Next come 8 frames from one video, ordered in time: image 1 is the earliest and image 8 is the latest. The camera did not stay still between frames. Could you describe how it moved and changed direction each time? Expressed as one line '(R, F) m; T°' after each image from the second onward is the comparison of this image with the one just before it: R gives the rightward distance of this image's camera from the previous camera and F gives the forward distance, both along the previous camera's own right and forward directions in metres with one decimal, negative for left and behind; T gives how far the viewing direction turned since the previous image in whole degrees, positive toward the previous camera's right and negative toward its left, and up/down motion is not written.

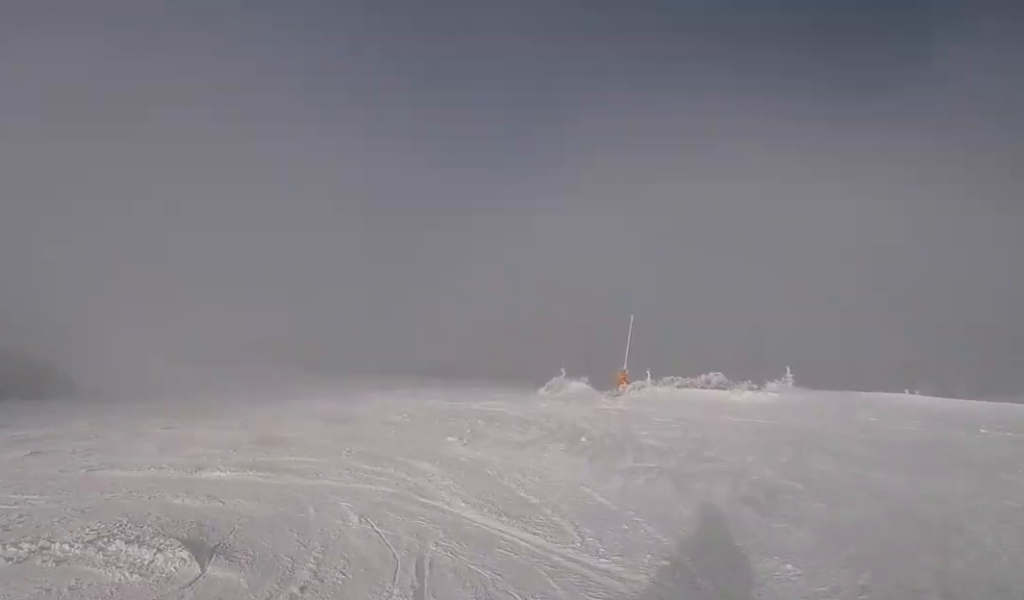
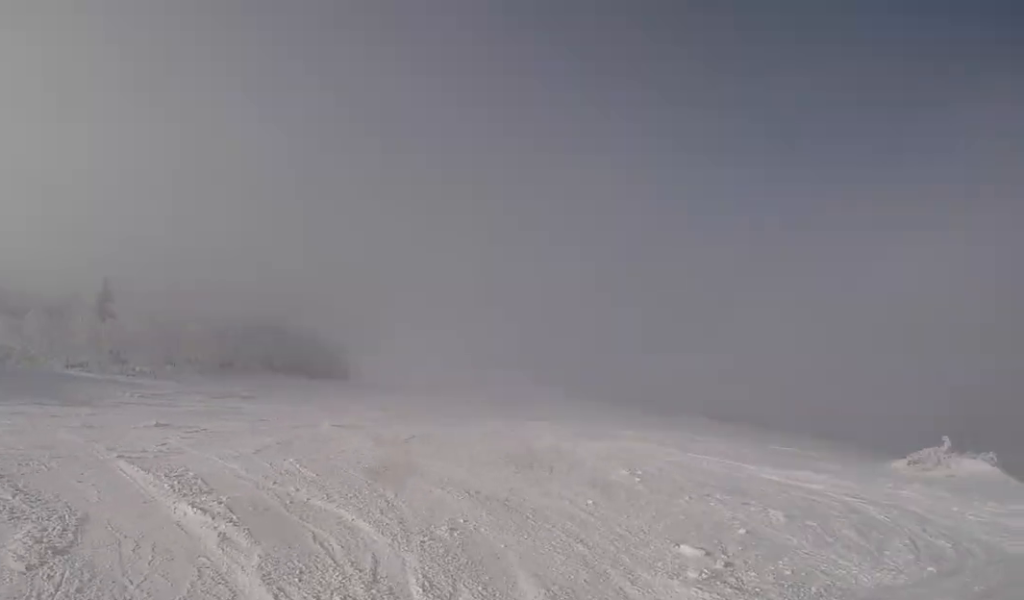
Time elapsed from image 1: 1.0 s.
(-1.7, +4.3) m; -23°
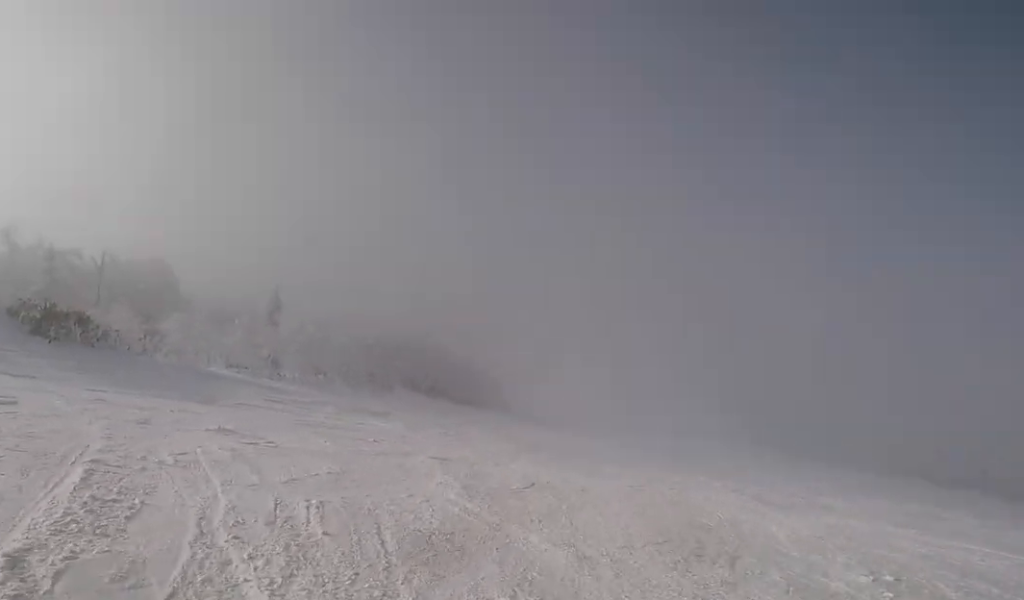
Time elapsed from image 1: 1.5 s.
(-0.2, +3.0) m; -9°
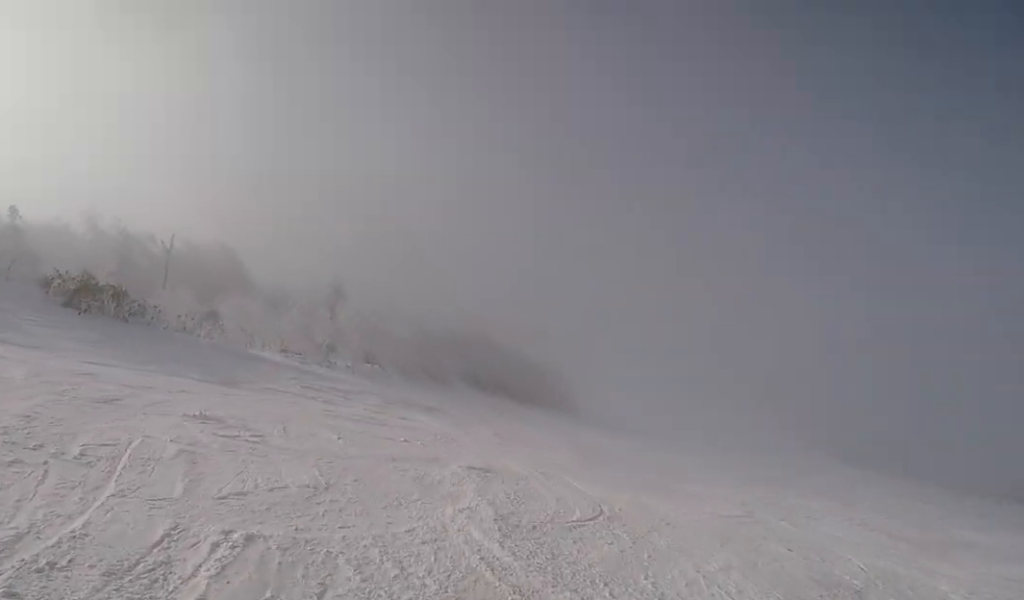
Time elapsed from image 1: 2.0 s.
(+0.2, +2.4) m; -6°
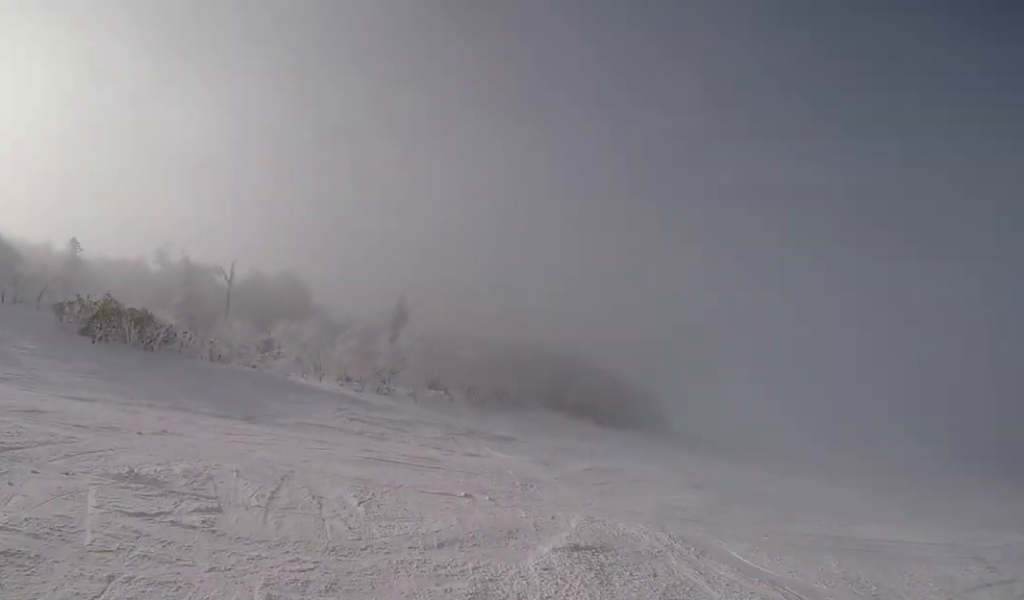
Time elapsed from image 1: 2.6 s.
(-0.5, +3.3) m; +13°
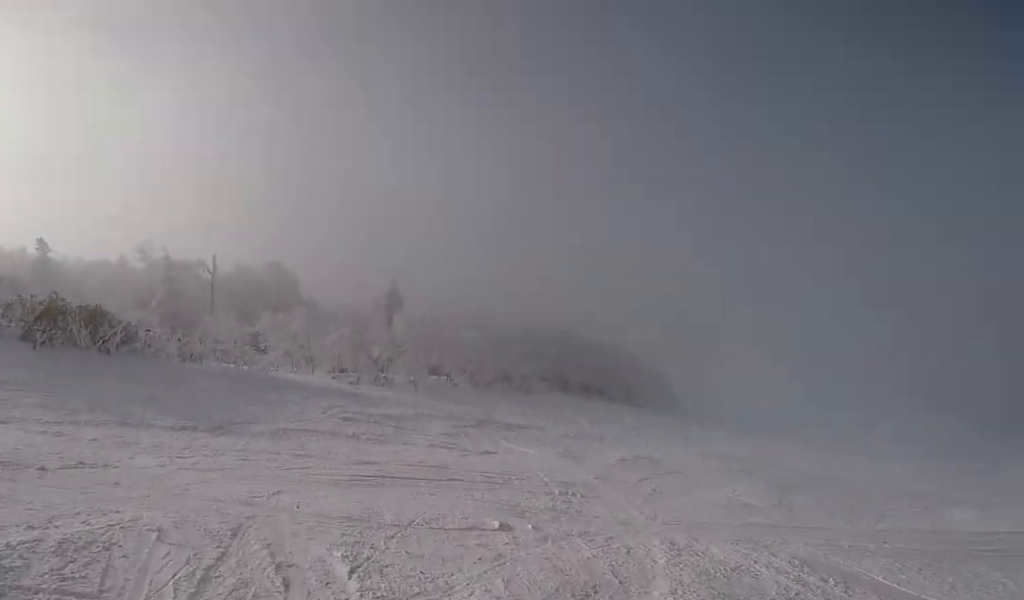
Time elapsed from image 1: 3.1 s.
(-1.1, +2.1) m; +14°
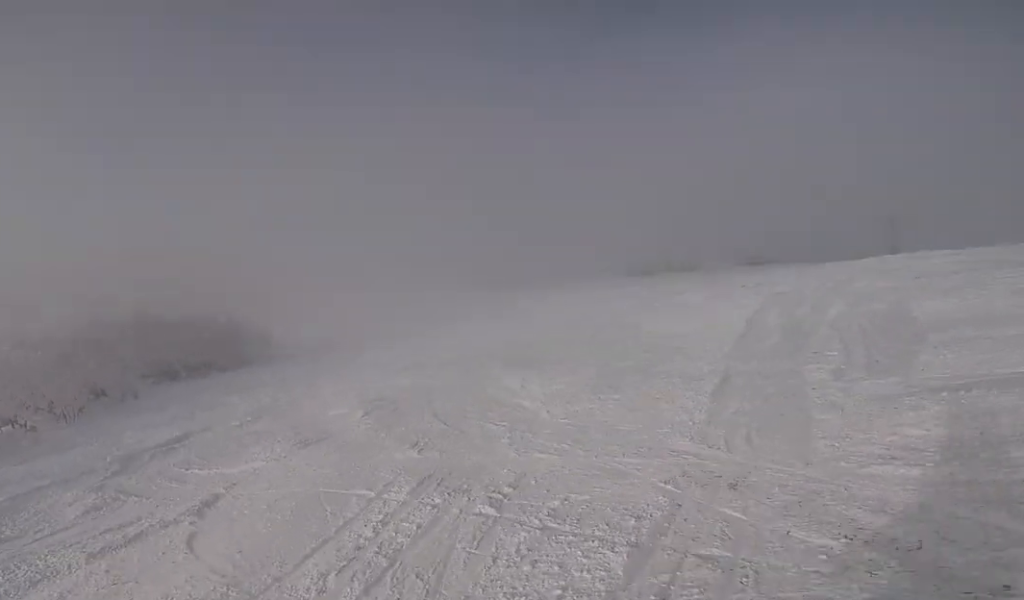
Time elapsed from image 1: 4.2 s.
(+3.7, +5.0) m; +30°
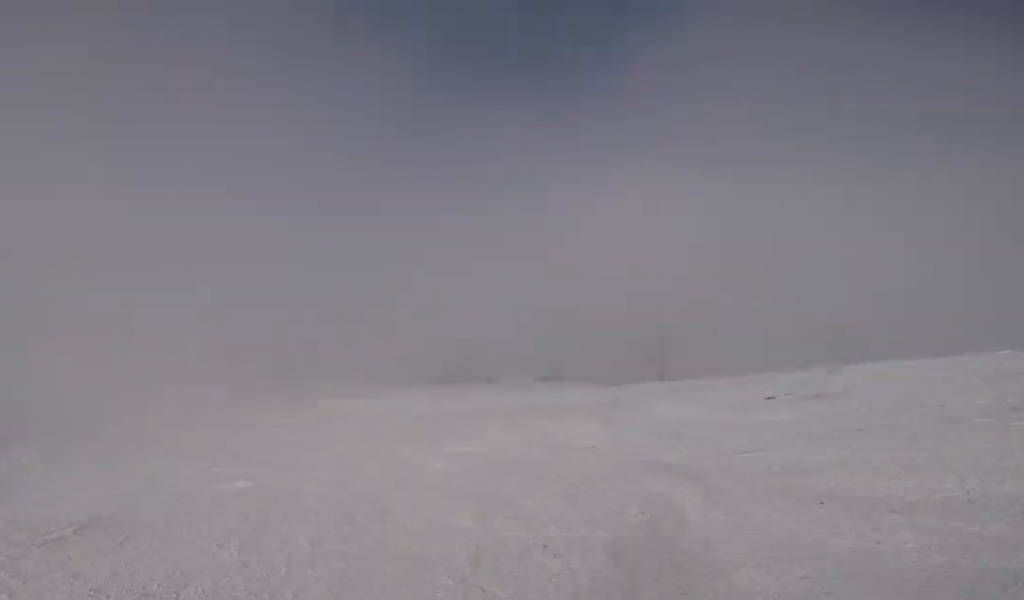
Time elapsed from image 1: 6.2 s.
(-2.3, +12.4) m; -27°
